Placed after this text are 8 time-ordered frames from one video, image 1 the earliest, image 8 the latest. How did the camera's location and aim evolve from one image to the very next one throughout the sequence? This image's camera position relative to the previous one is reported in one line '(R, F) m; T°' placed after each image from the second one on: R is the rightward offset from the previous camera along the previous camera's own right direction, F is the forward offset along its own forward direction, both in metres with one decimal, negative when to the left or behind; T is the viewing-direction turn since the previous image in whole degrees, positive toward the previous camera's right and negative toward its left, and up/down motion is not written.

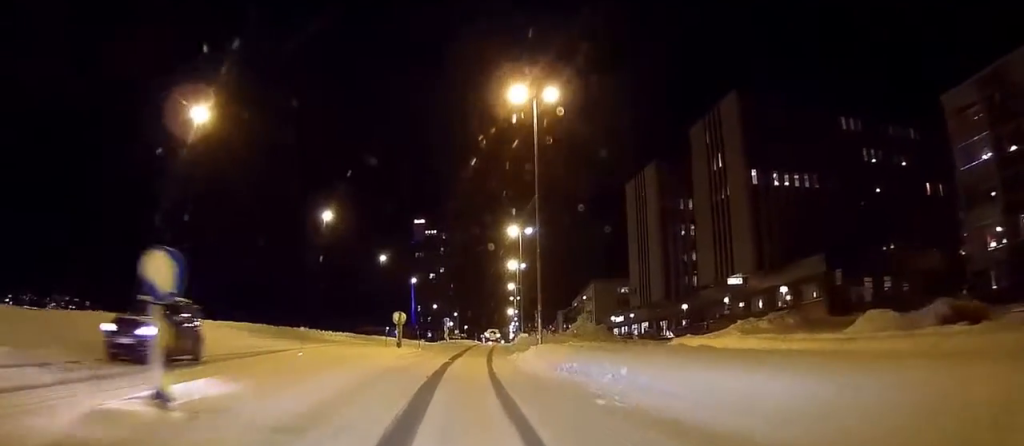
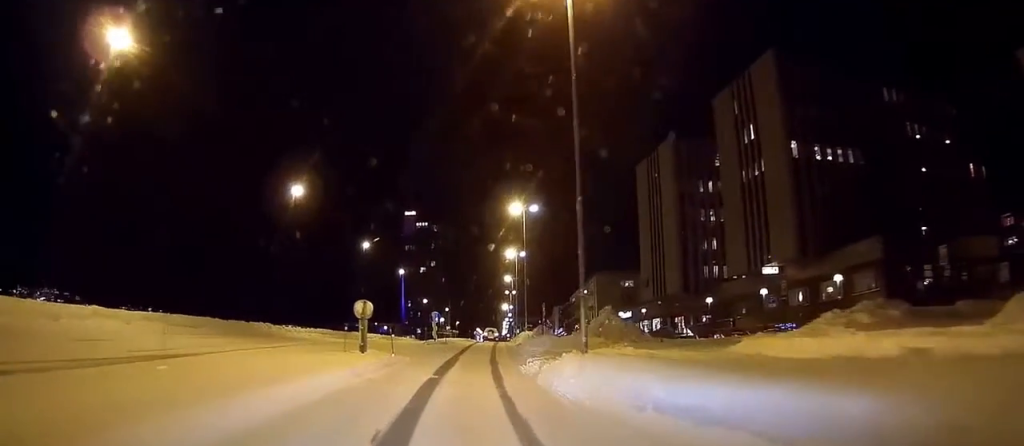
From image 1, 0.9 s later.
(0.0, +10.1) m; +1°
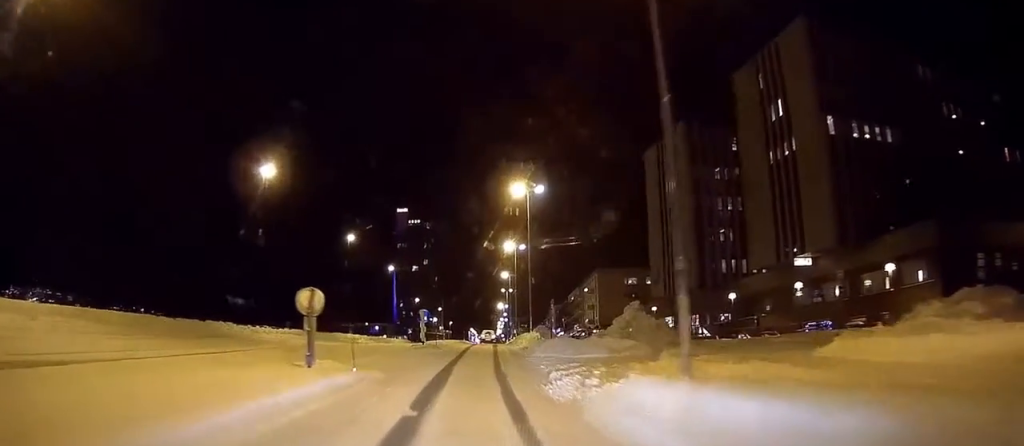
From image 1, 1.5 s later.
(+0.1, +7.3) m; +1°
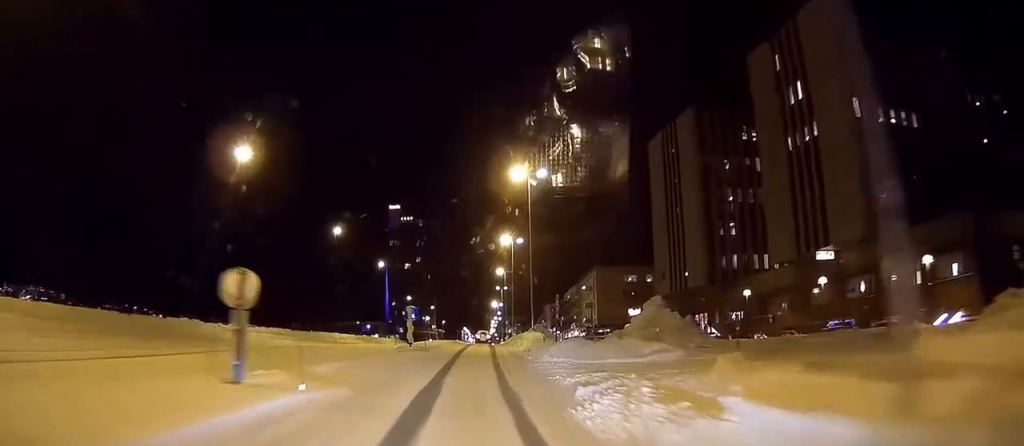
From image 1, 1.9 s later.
(0.0, +4.6) m; 0°
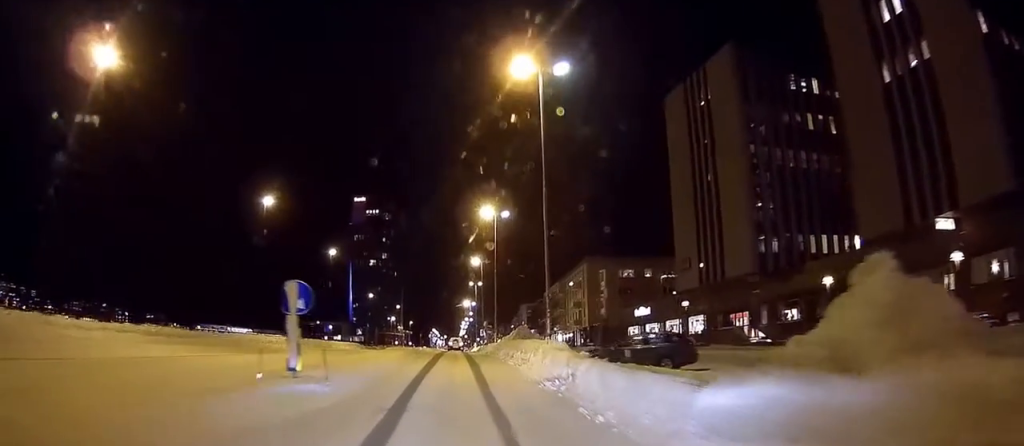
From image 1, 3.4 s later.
(+0.3, +17.3) m; +2°
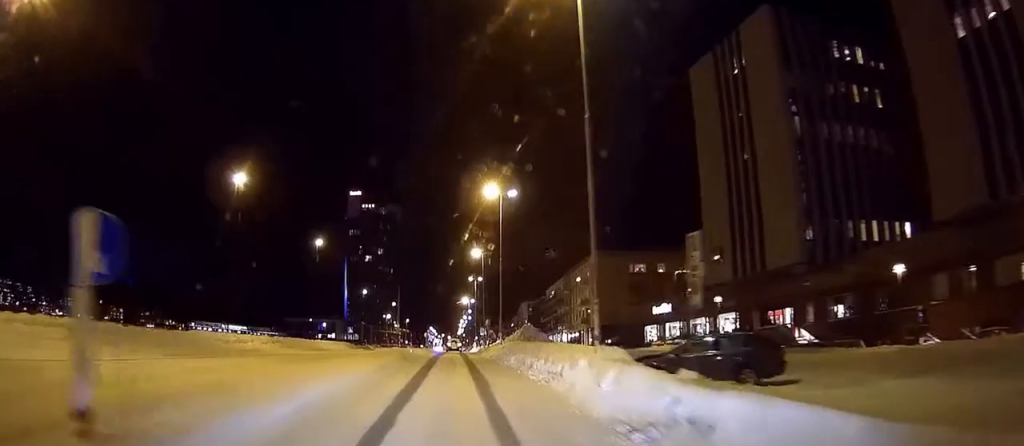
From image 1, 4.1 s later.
(+0.1, +7.6) m; +1°
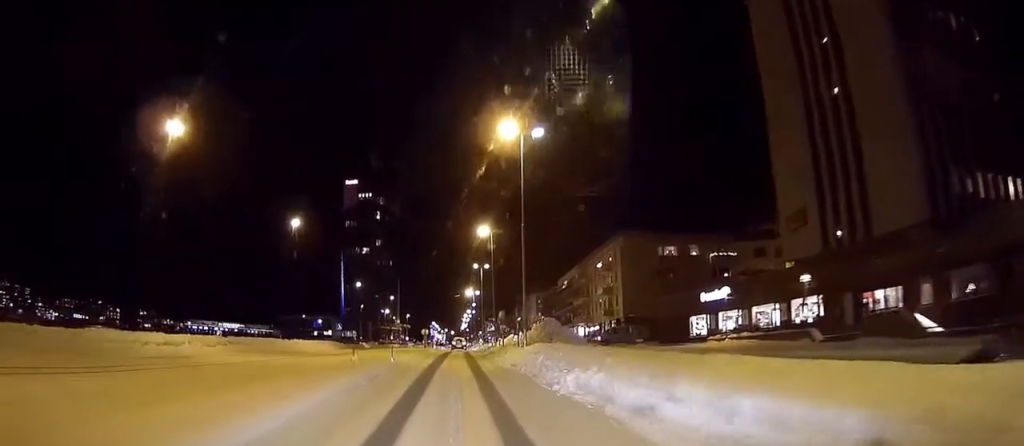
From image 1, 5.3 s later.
(+0.1, +12.6) m; +1°
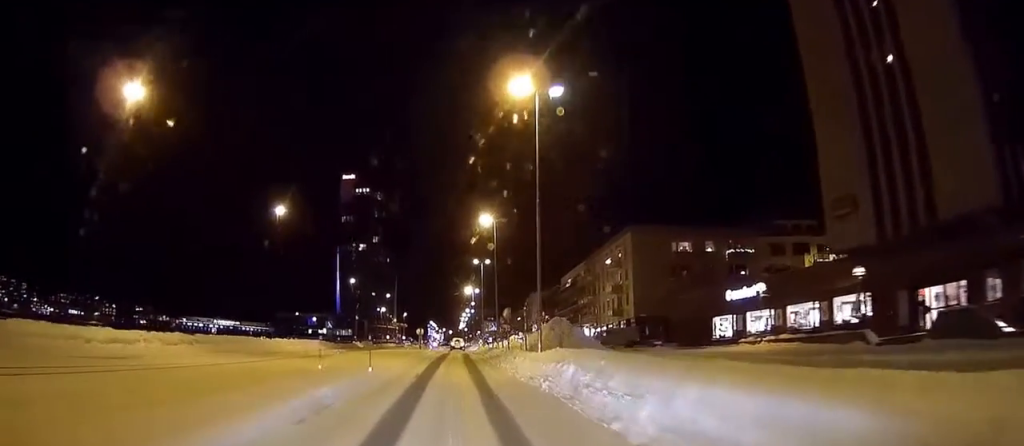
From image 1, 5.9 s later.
(0.0, +5.5) m; +1°
